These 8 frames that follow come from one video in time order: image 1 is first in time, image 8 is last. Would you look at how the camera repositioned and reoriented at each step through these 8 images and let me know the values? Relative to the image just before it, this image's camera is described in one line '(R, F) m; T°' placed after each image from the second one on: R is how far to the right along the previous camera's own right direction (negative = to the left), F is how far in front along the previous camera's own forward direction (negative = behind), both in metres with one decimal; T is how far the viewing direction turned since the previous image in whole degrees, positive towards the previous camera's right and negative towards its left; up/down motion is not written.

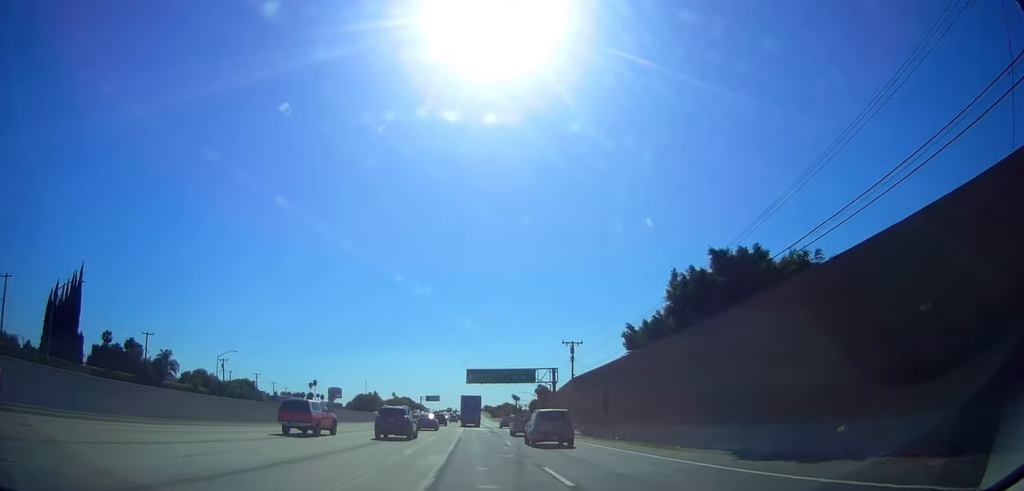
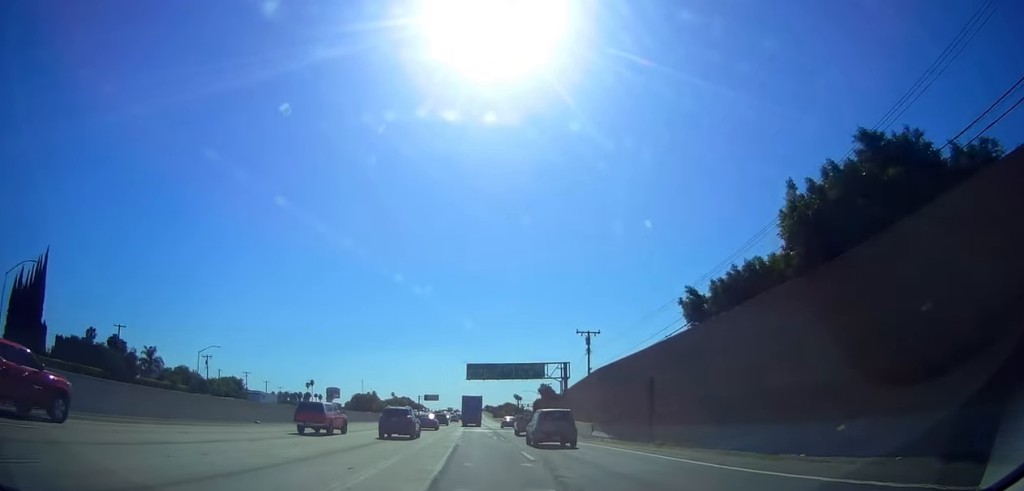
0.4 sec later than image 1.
(0.0, +8.4) m; 0°
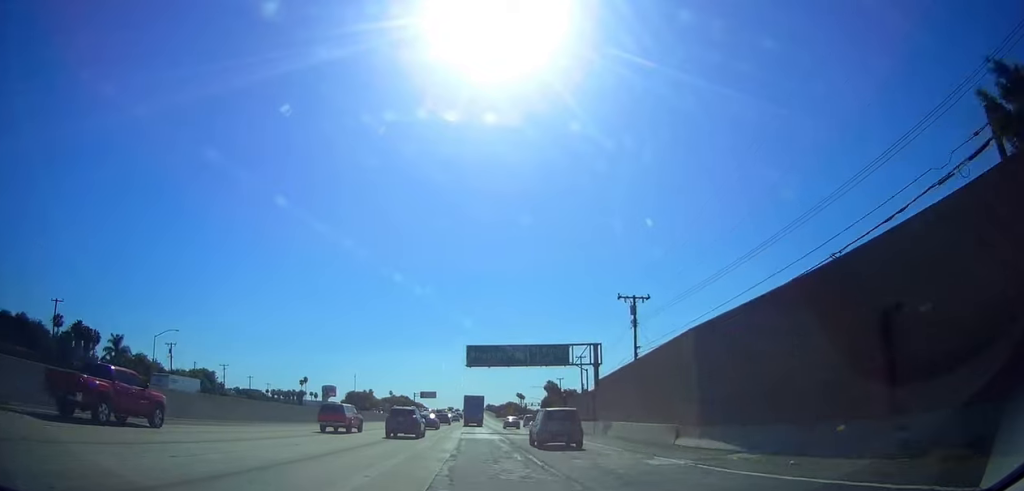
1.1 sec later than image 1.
(0.0, +15.3) m; 0°
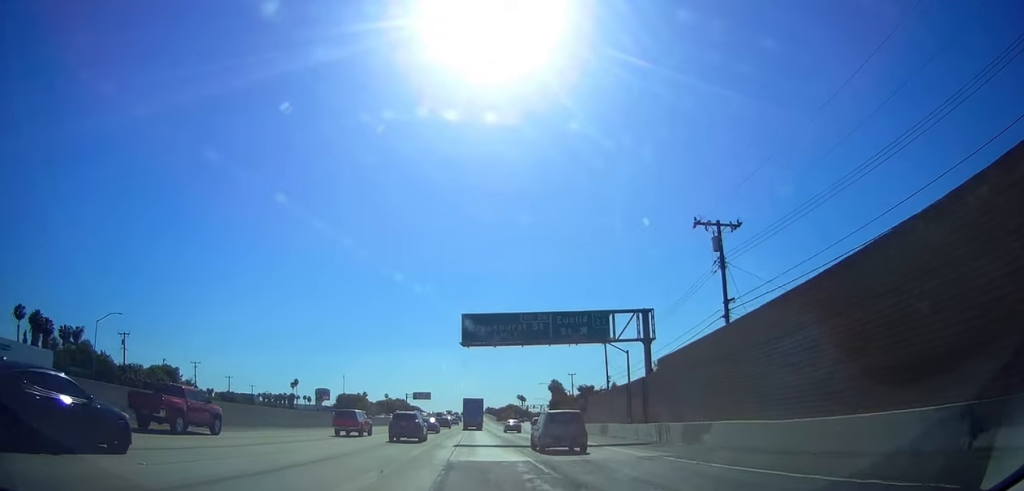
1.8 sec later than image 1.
(0.0, +15.0) m; 0°
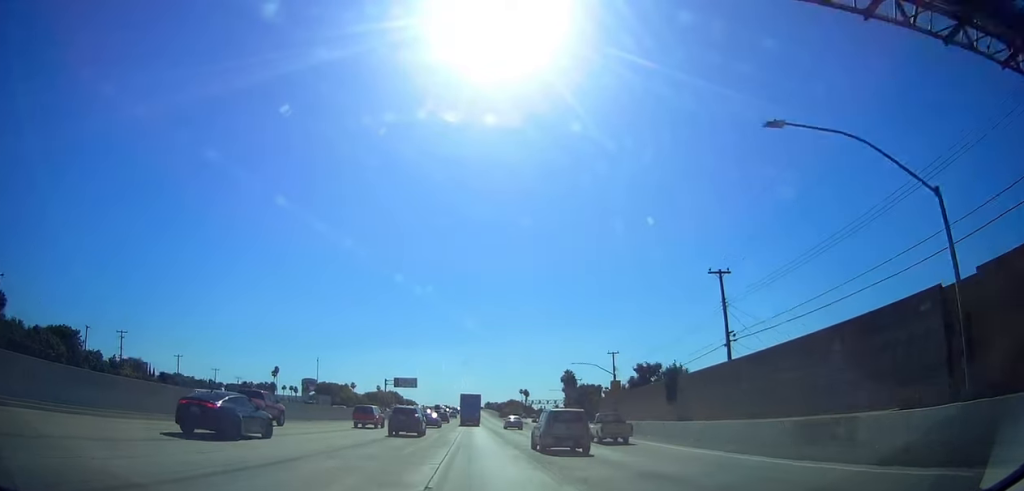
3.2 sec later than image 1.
(0.0, +29.8) m; 0°
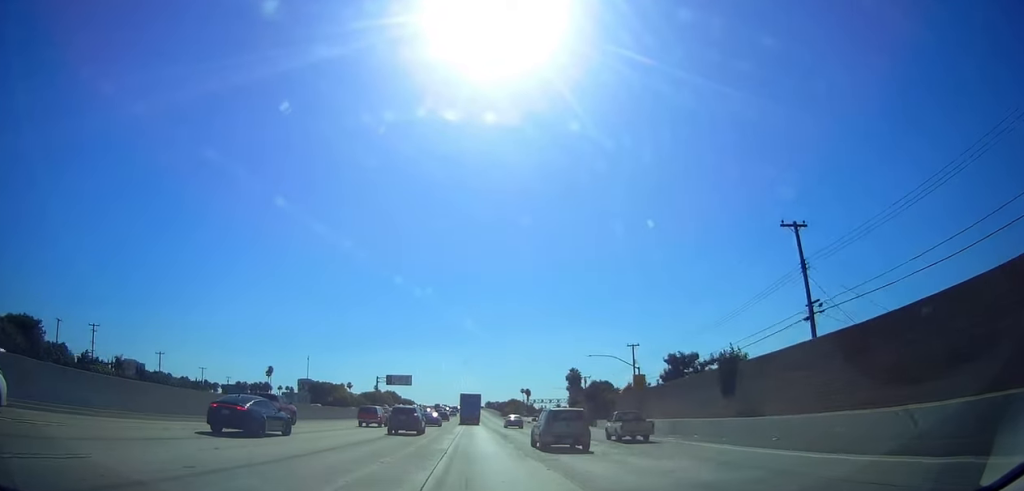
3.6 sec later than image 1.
(0.0, +9.0) m; 0°
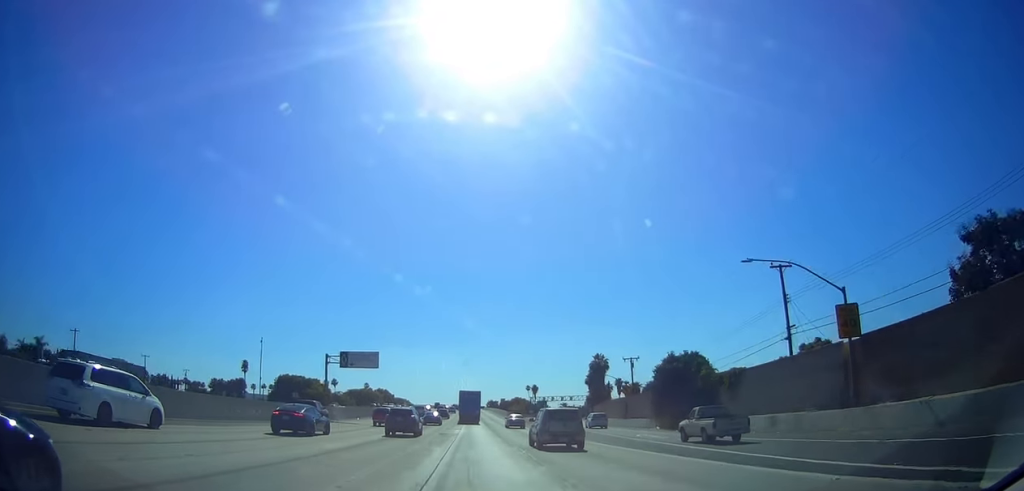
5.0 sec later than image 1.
(0.0, +32.6) m; 0°
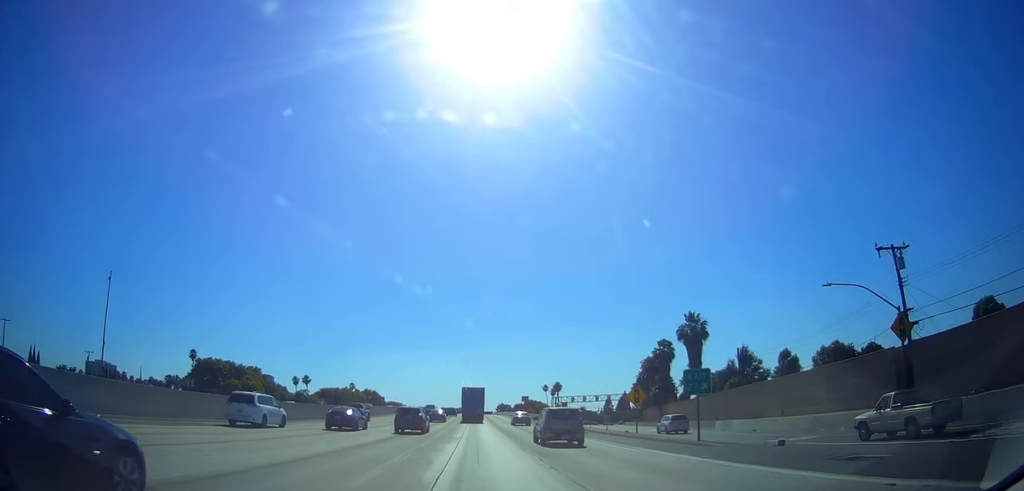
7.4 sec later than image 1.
(0.0, +54.3) m; 0°
